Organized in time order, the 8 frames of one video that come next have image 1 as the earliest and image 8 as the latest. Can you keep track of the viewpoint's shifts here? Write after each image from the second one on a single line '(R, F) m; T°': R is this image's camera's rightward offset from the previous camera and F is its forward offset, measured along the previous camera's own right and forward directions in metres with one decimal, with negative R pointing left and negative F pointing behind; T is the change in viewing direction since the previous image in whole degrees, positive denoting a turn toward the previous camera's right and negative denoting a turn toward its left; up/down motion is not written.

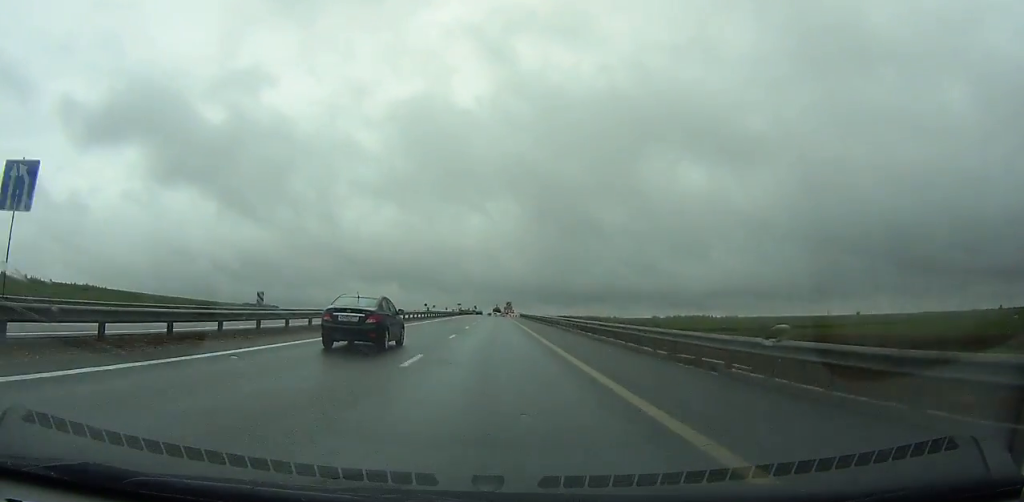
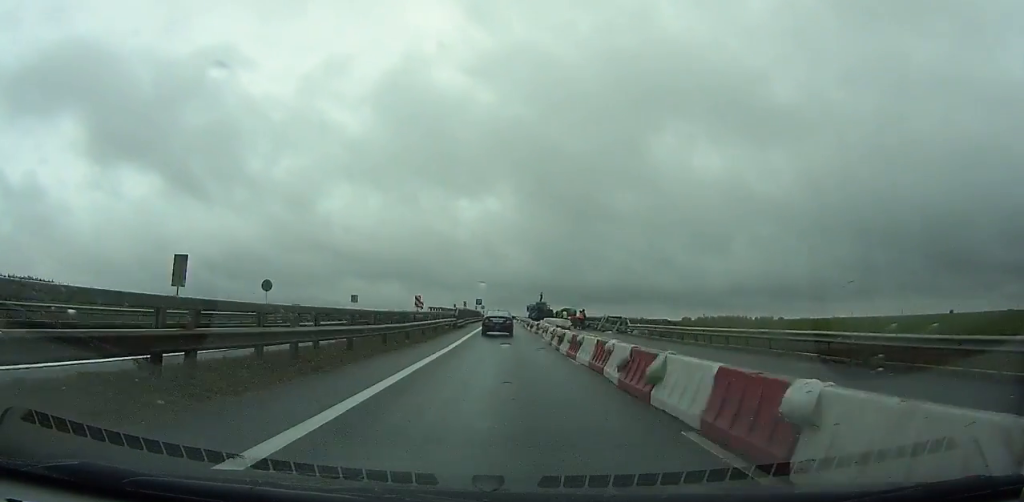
(-2.4, +142.0) m; -1°
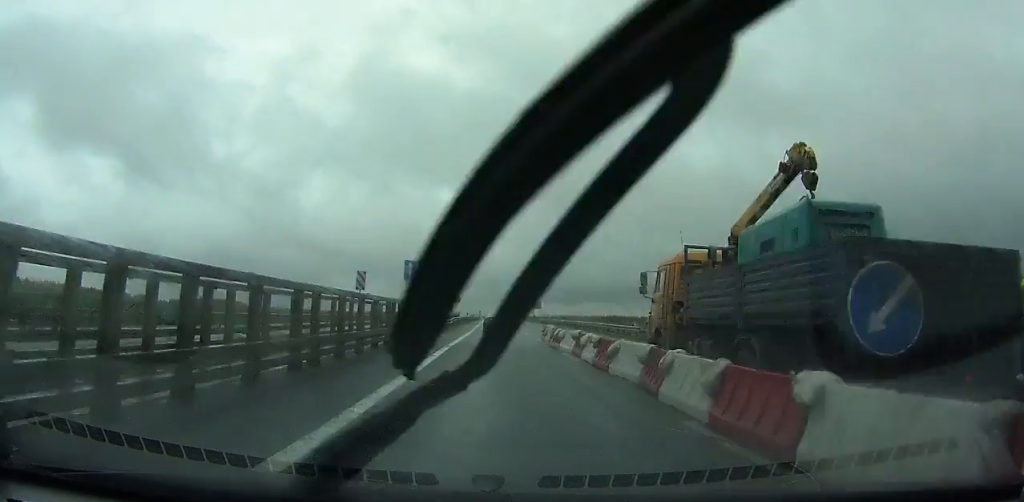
(+0.1, +65.9) m; +1°
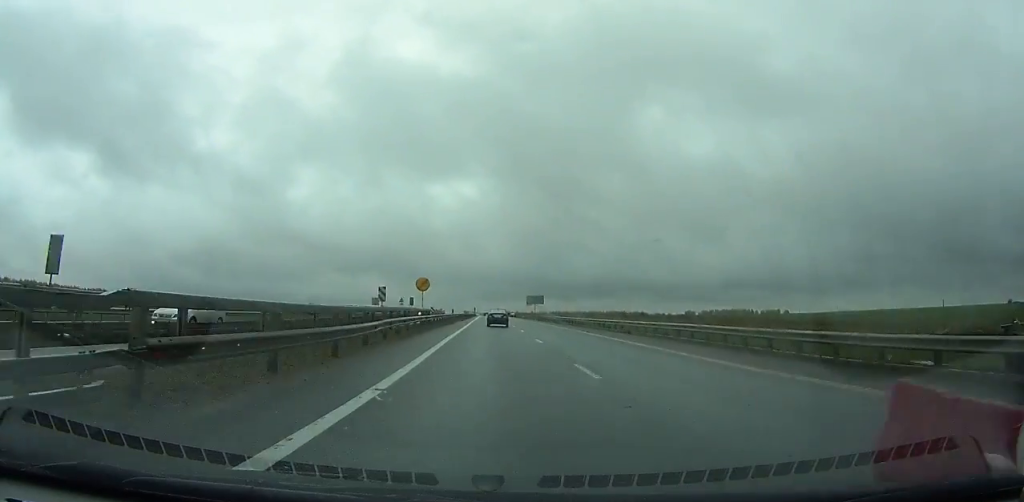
(+0.3, +28.9) m; 0°
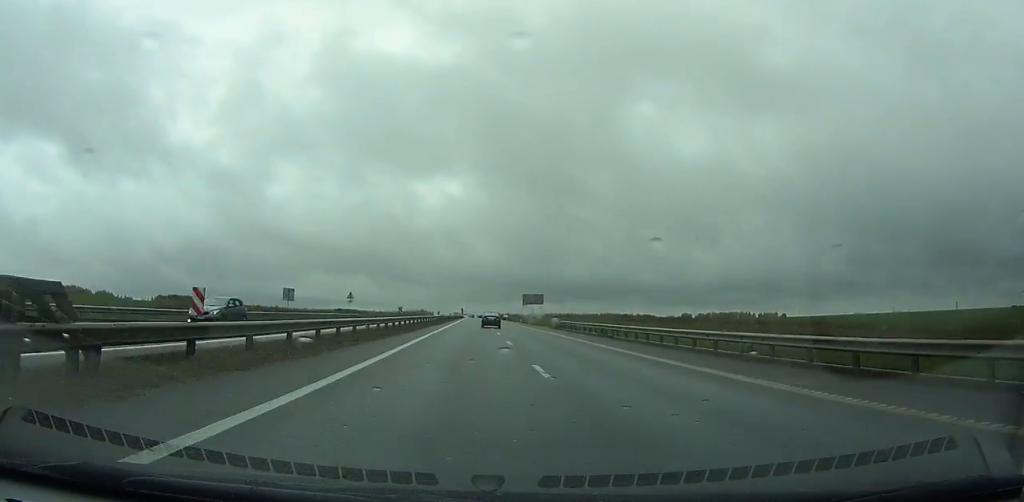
(+0.4, +35.8) m; 0°
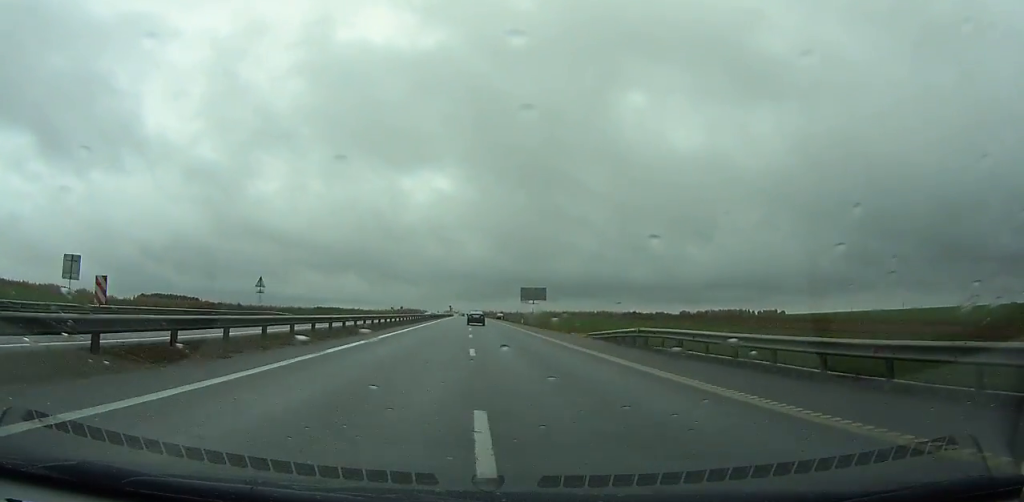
(+0.1, +29.7) m; 0°
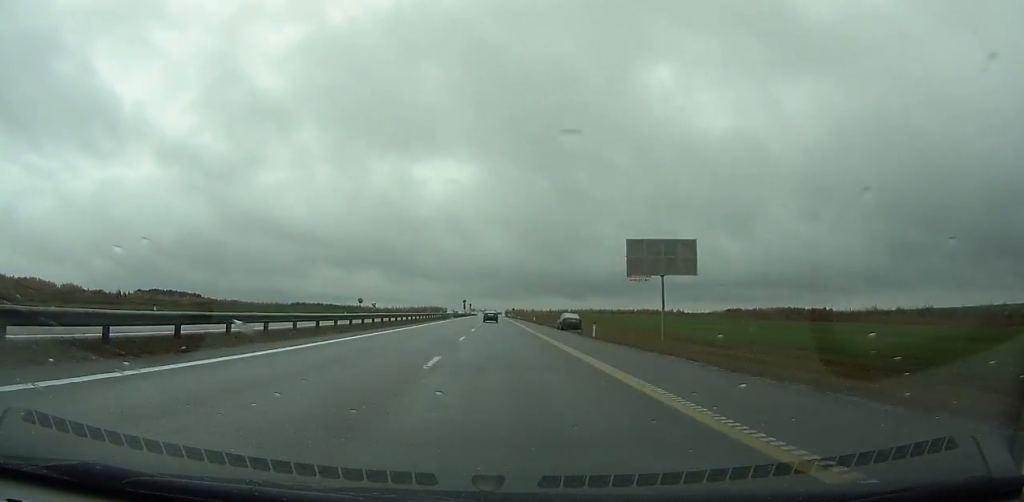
(-0.8, +86.9) m; -1°
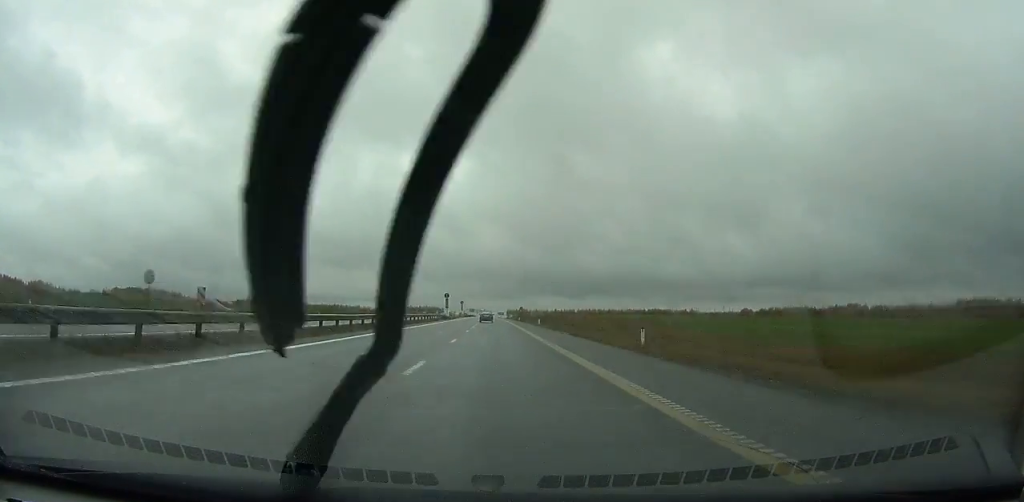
(-0.6, +61.3) m; -1°
